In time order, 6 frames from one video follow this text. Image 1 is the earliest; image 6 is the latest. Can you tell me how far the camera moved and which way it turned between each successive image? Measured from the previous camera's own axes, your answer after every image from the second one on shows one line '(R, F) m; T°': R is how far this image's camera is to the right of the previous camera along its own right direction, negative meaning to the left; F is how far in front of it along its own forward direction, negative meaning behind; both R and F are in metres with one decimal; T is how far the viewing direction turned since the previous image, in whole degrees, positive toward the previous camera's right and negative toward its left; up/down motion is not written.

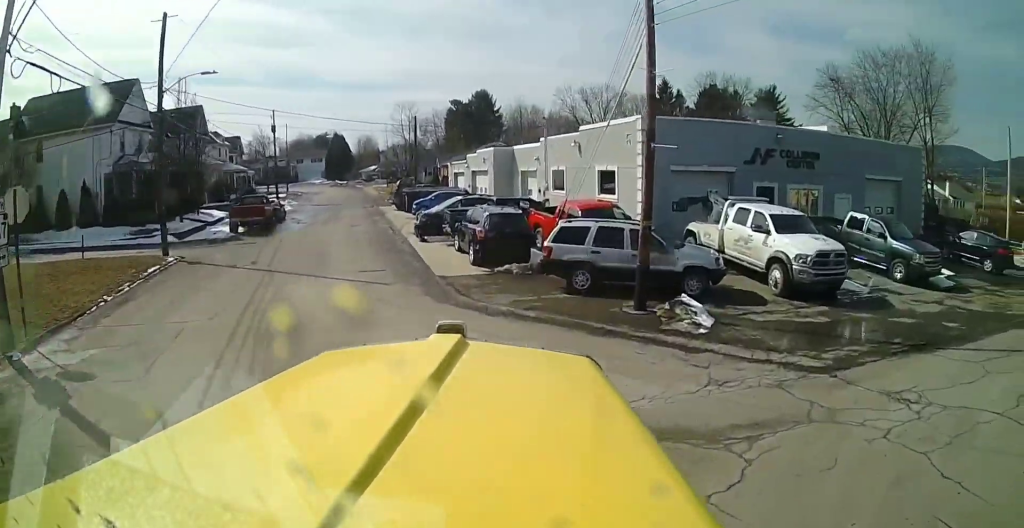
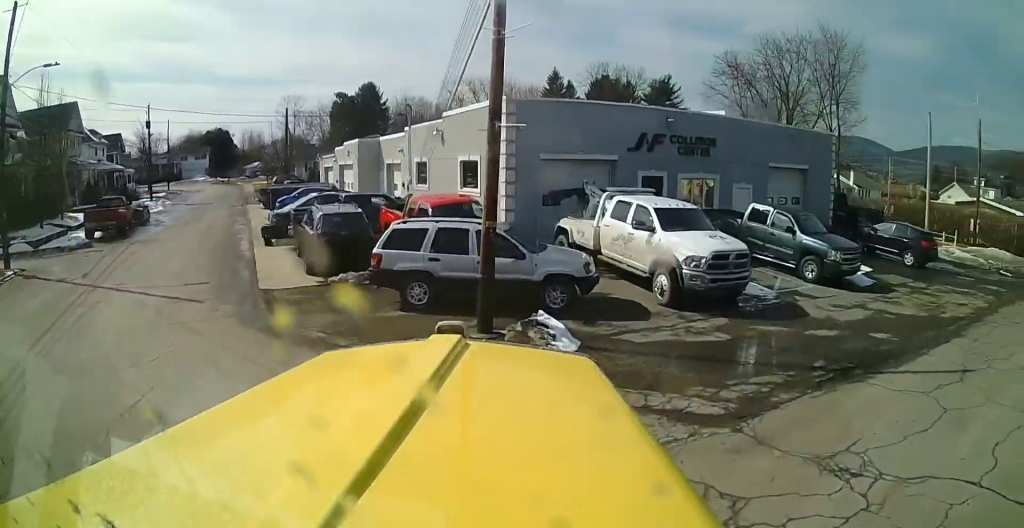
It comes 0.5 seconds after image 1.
(-0.2, +2.5) m; +1°
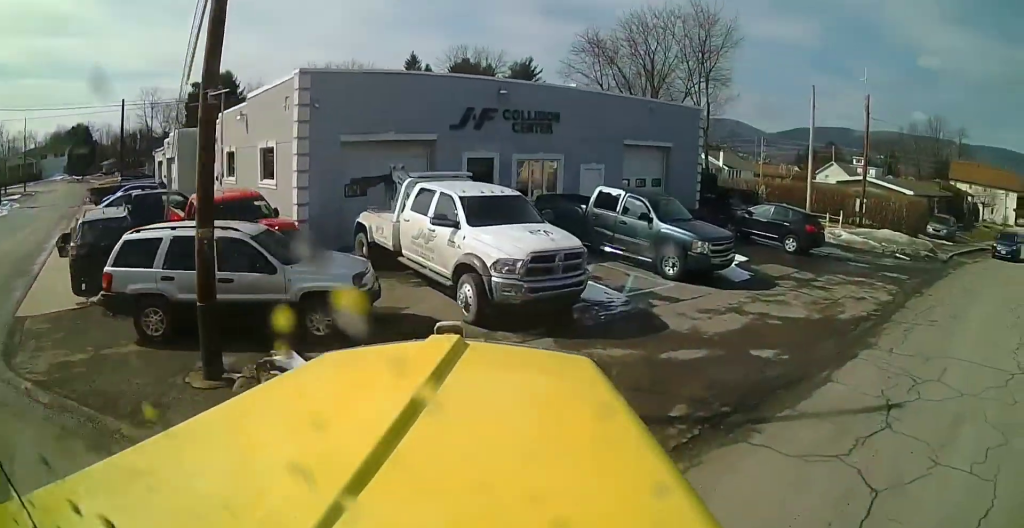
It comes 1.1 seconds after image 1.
(-0.2, +2.7) m; +4°
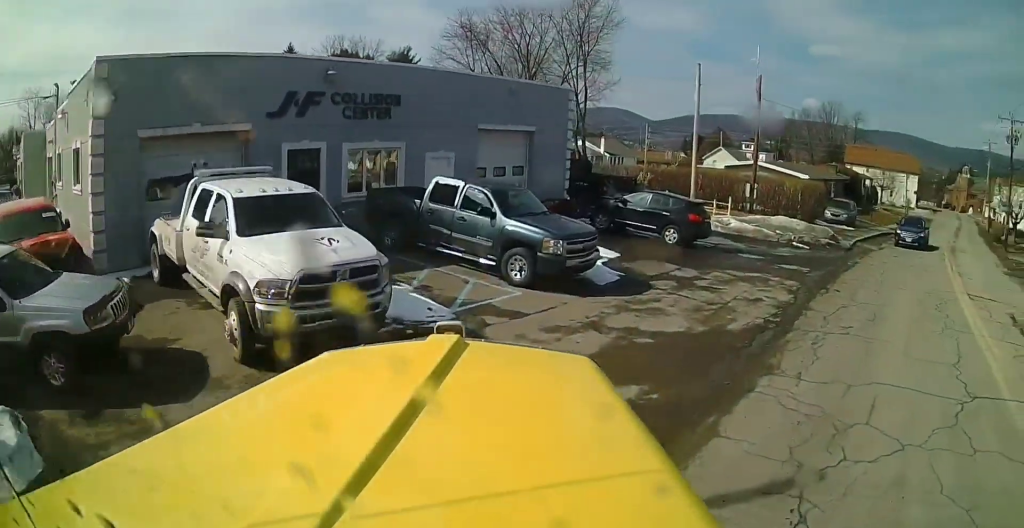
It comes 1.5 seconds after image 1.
(+0.2, +2.1) m; +12°
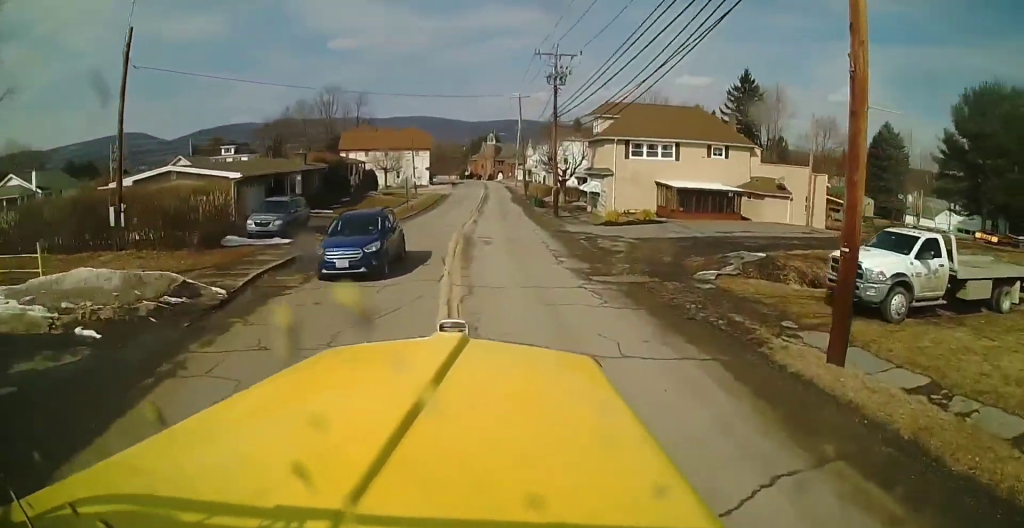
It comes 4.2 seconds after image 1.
(+6.2, +9.7) m; +48°
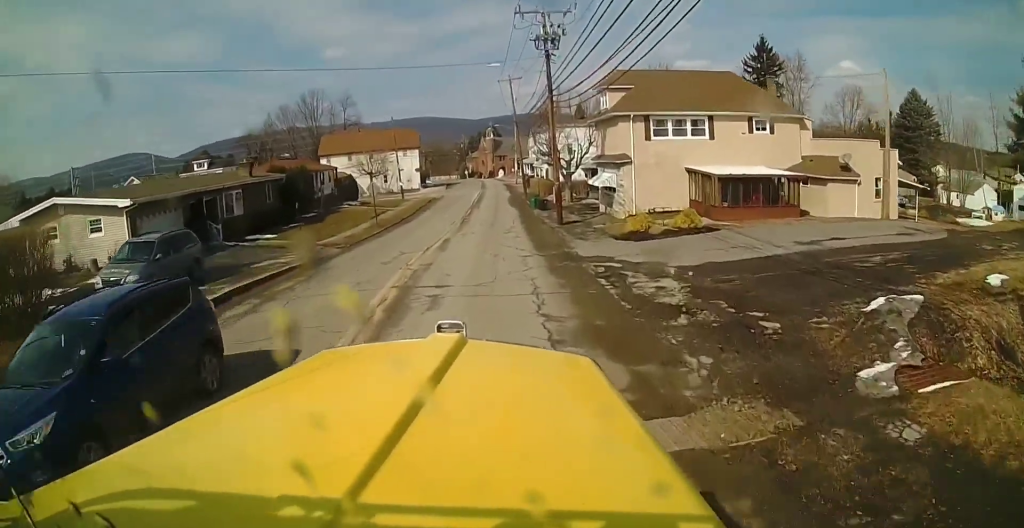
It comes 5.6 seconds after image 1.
(+0.1, +6.7) m; +2°
